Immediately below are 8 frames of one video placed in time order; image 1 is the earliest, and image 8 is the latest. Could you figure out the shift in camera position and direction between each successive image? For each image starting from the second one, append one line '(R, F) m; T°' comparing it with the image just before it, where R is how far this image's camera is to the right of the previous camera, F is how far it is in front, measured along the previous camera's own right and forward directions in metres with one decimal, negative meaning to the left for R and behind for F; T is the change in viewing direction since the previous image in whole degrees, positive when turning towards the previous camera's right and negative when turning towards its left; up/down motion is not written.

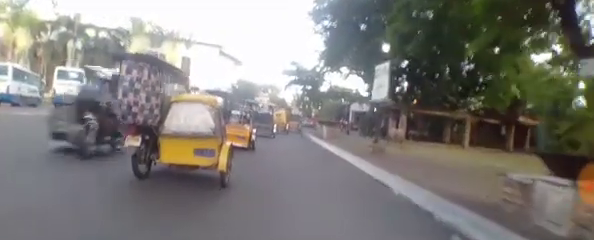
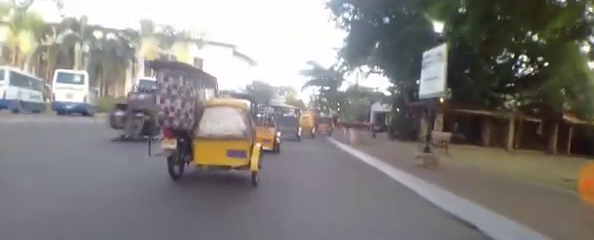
(-0.2, +2.6) m; -5°
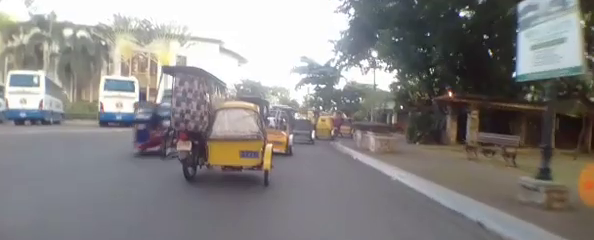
(-0.2, +4.1) m; -7°
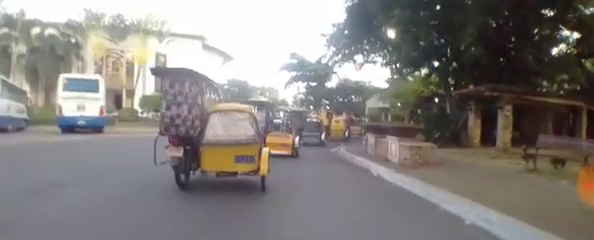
(-0.1, +2.8) m; -2°
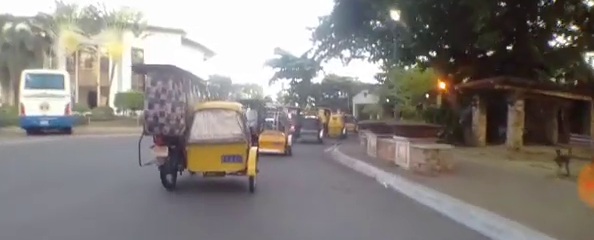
(-0.1, +1.7) m; 0°
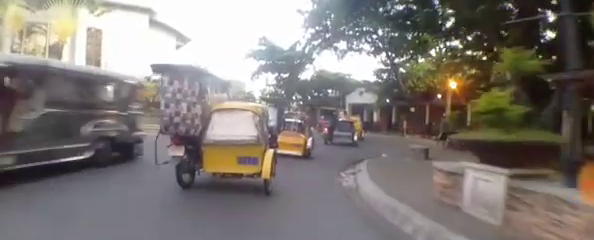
(+0.3, +5.3) m; +4°
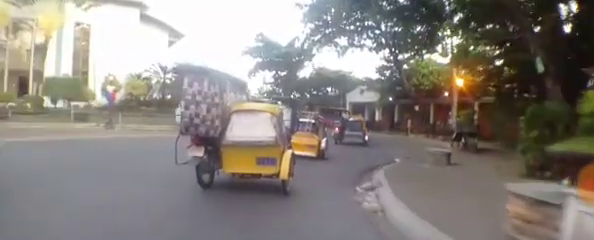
(0.0, +1.6) m; 0°
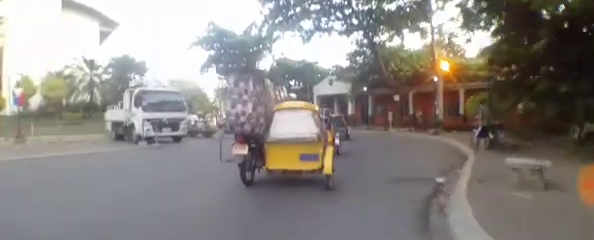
(0.0, +4.5) m; +2°
